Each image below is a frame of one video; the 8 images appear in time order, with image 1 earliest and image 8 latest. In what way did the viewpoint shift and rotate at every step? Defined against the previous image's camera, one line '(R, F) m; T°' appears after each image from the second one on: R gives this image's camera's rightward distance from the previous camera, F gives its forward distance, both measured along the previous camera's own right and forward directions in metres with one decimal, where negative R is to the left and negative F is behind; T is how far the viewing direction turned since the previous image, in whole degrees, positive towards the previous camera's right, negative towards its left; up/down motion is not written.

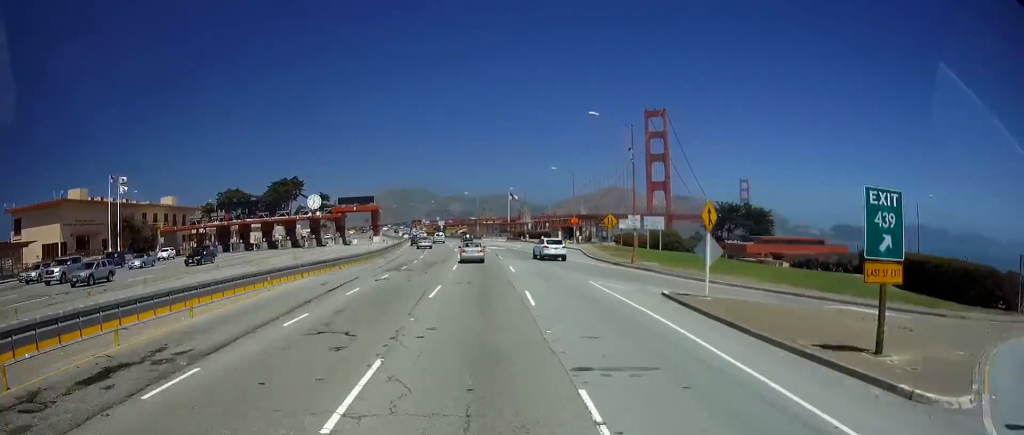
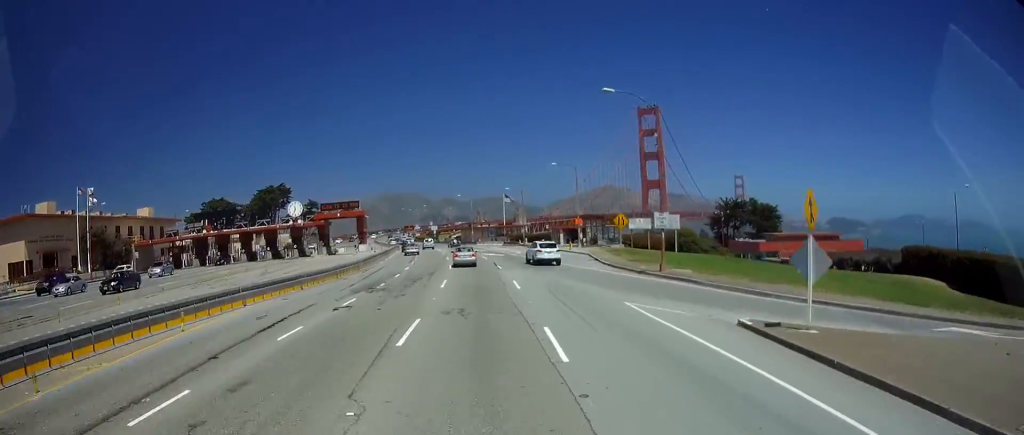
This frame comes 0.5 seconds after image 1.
(0.0, +7.8) m; 0°
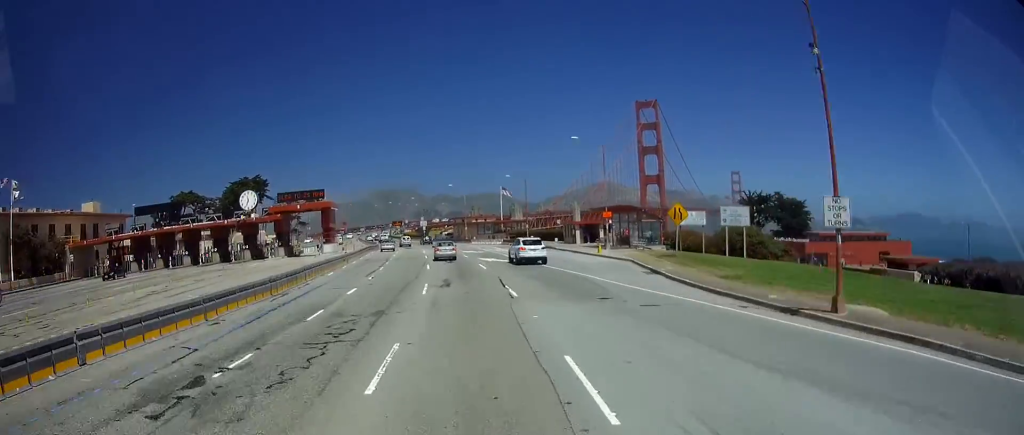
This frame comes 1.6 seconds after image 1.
(-0.1, +18.6) m; -1°
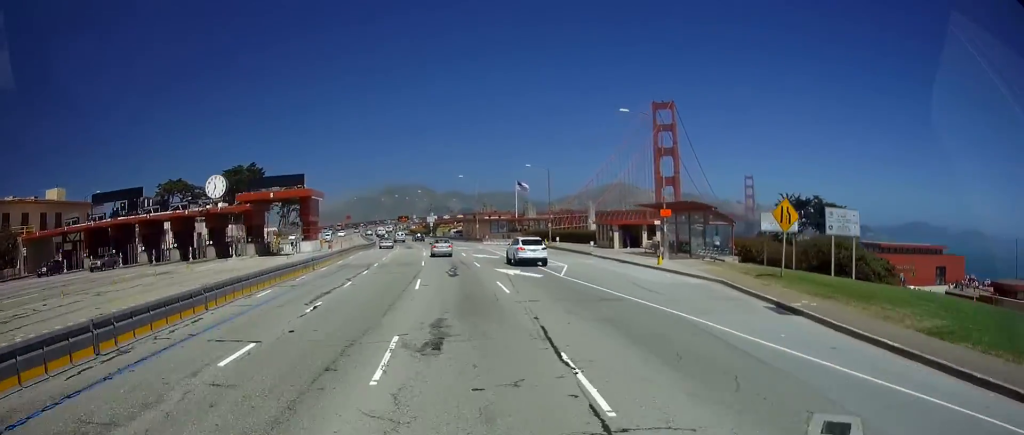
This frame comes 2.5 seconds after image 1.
(-0.1, +13.9) m; -1°
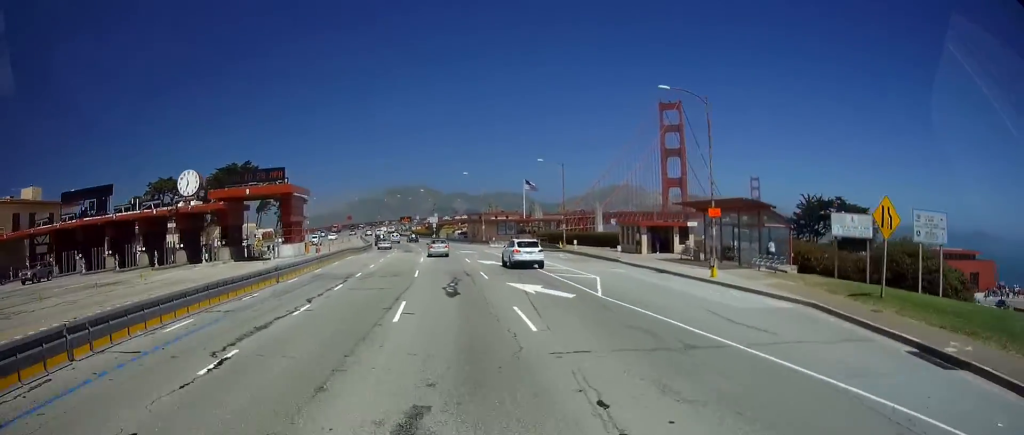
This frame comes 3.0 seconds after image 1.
(-0.1, +7.7) m; -1°
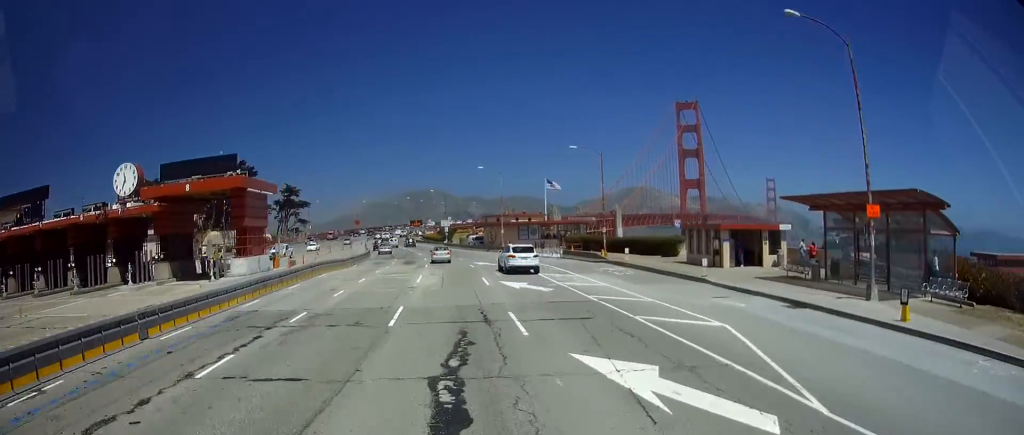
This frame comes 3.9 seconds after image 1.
(-0.2, +13.7) m; -1°
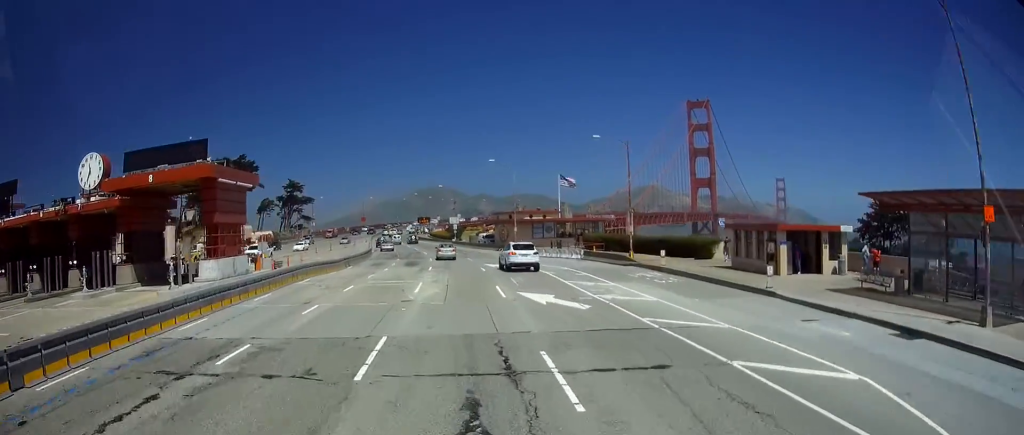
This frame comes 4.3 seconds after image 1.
(0.0, +6.2) m; -1°
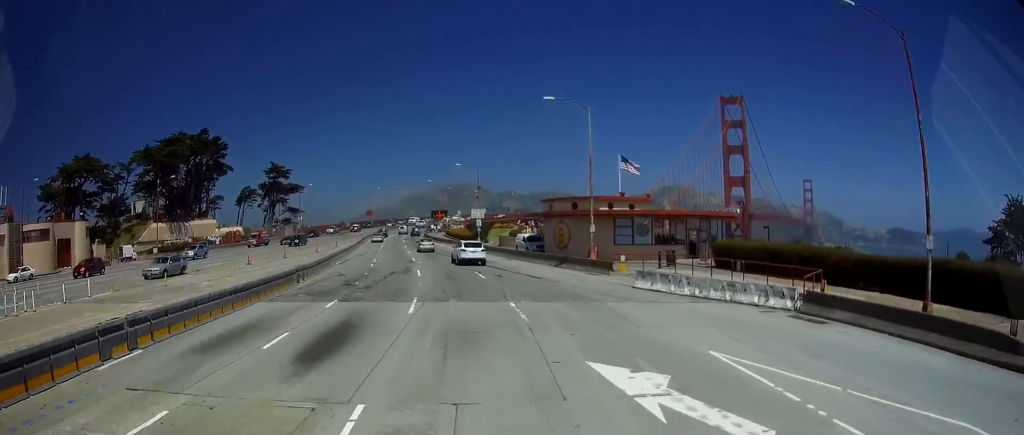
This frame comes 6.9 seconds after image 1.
(-0.6, +34.4) m; -2°
